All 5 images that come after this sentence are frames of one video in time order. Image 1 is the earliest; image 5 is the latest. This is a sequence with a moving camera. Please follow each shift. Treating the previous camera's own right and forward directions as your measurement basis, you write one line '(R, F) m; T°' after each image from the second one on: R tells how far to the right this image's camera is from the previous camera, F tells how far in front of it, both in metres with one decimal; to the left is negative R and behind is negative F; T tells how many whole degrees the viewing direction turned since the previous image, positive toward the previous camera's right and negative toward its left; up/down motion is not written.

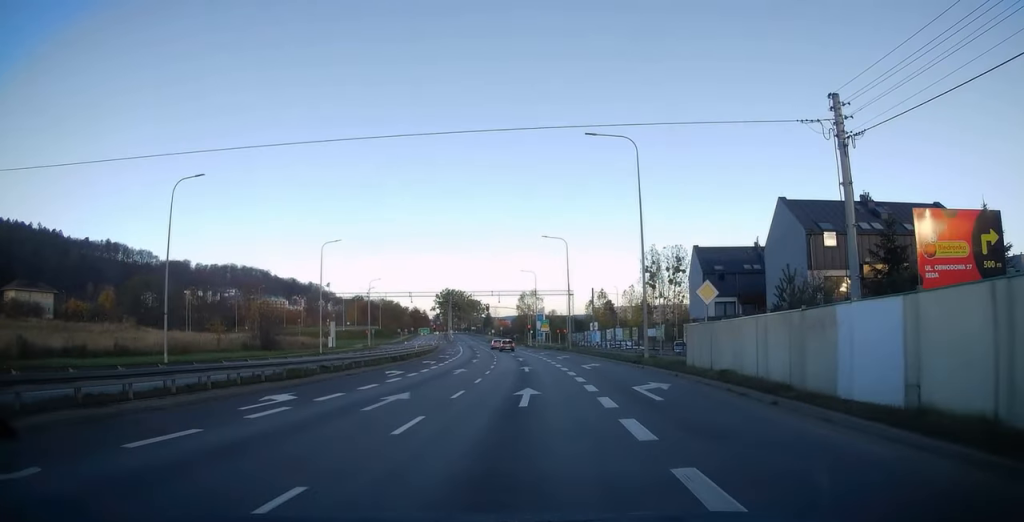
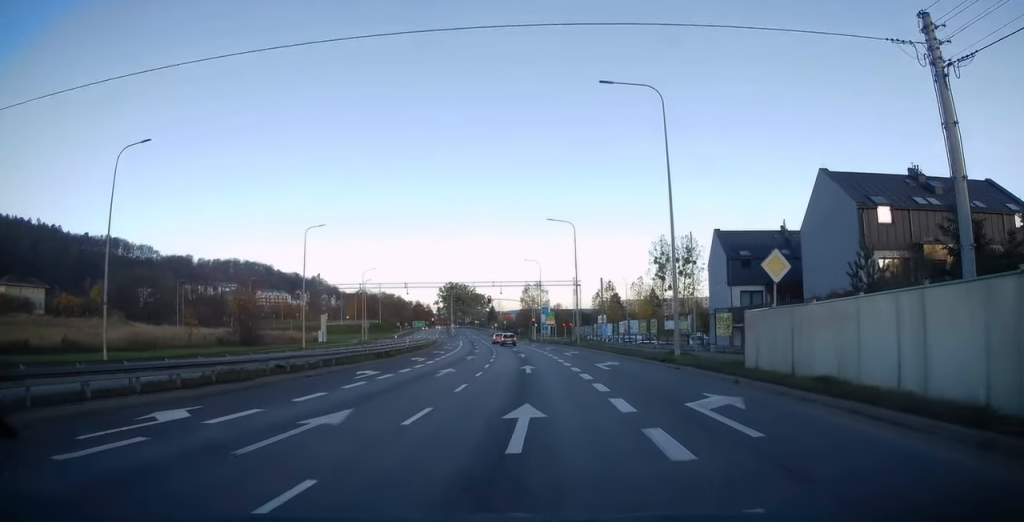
(0.0, +5.6) m; -1°
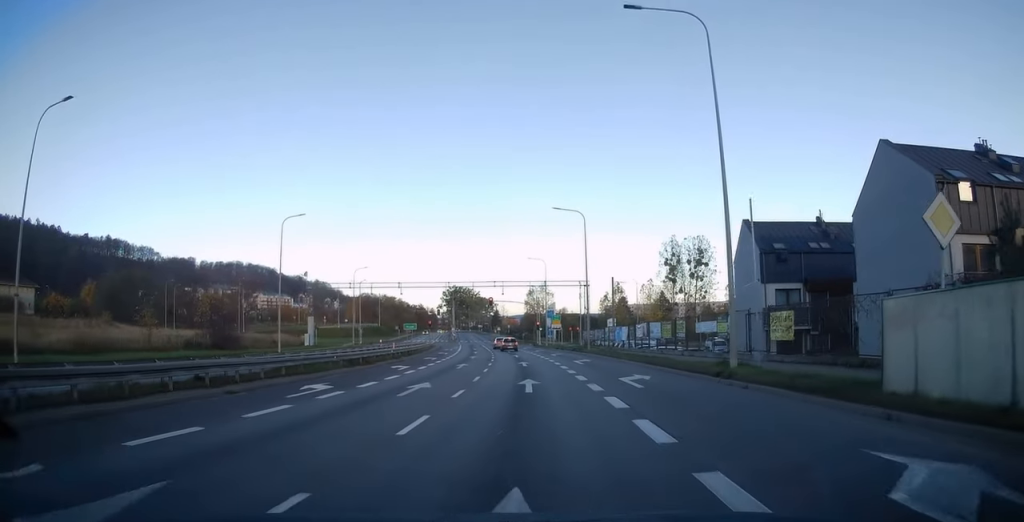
(-0.2, +6.4) m; -1°
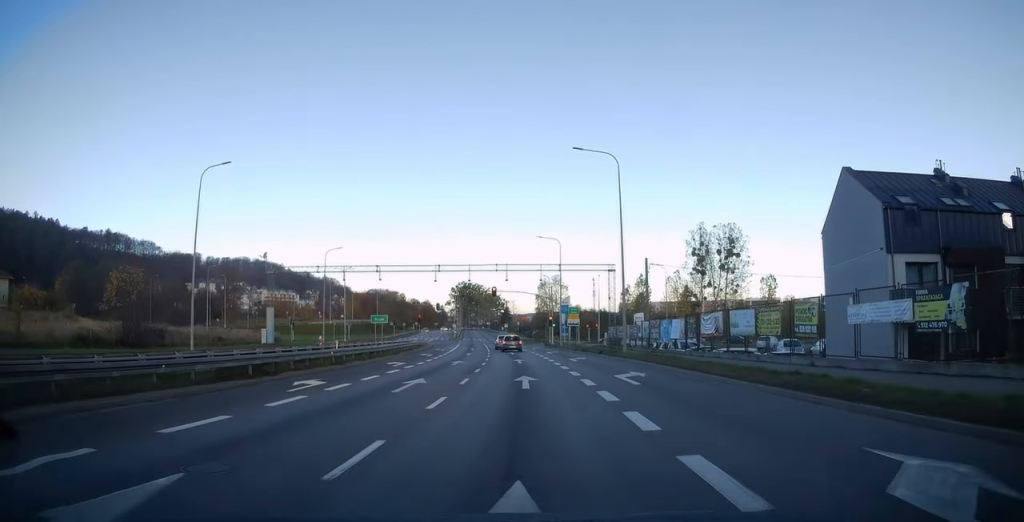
(-0.2, +15.0) m; -1°
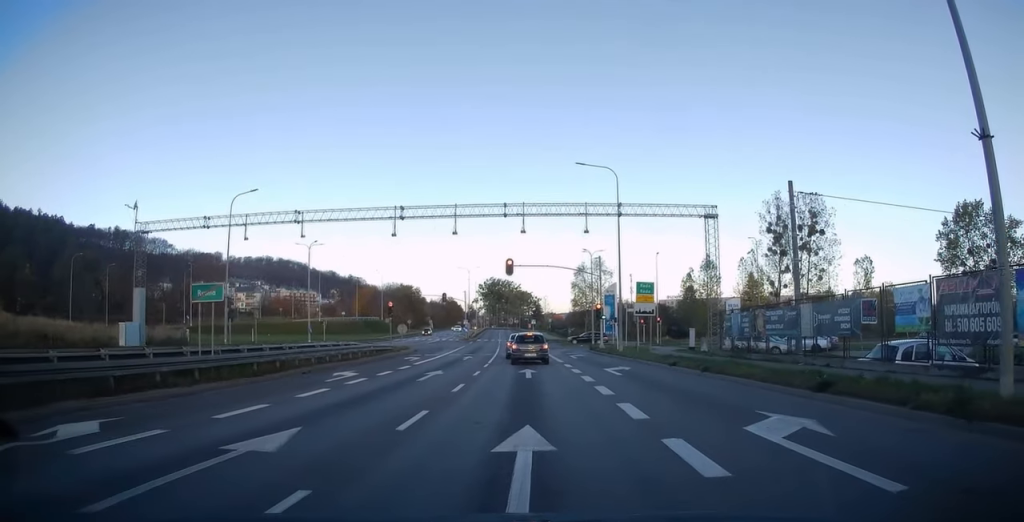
(-0.7, +27.3) m; -2°
